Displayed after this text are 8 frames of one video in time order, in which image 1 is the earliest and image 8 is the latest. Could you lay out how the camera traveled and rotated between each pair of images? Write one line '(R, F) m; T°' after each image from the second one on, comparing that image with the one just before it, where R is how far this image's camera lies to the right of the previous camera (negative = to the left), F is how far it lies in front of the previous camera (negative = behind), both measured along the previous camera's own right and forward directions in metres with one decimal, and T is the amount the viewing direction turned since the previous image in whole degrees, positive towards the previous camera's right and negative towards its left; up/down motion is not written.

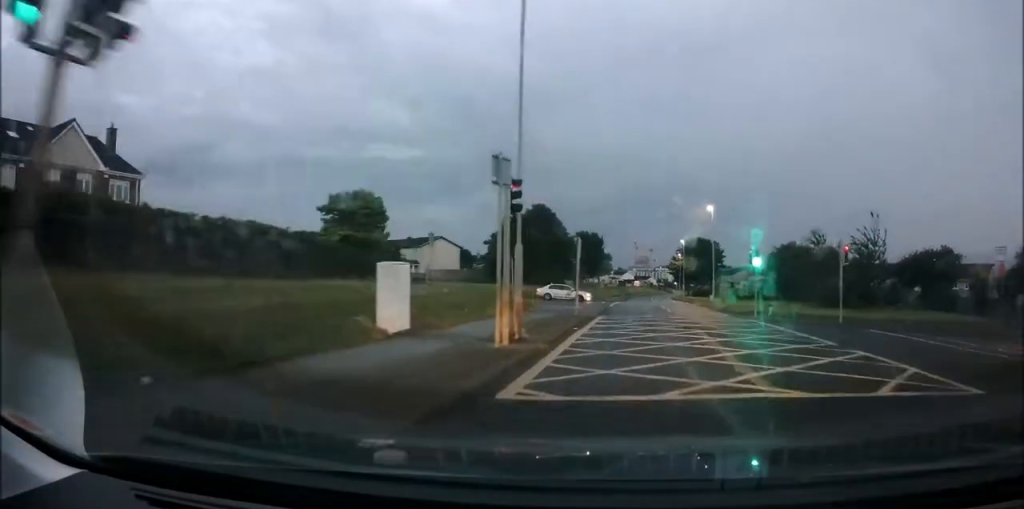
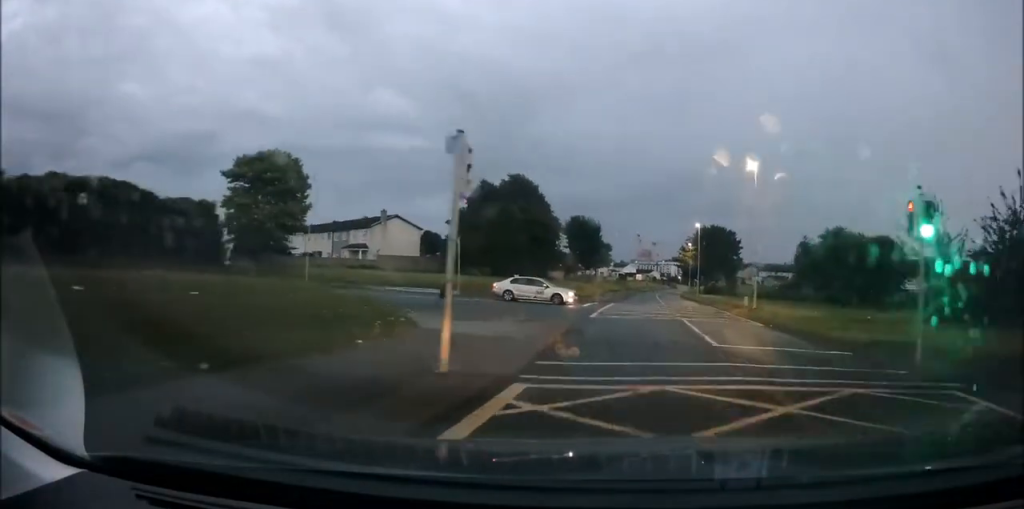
(0.0, +17.4) m; -1°
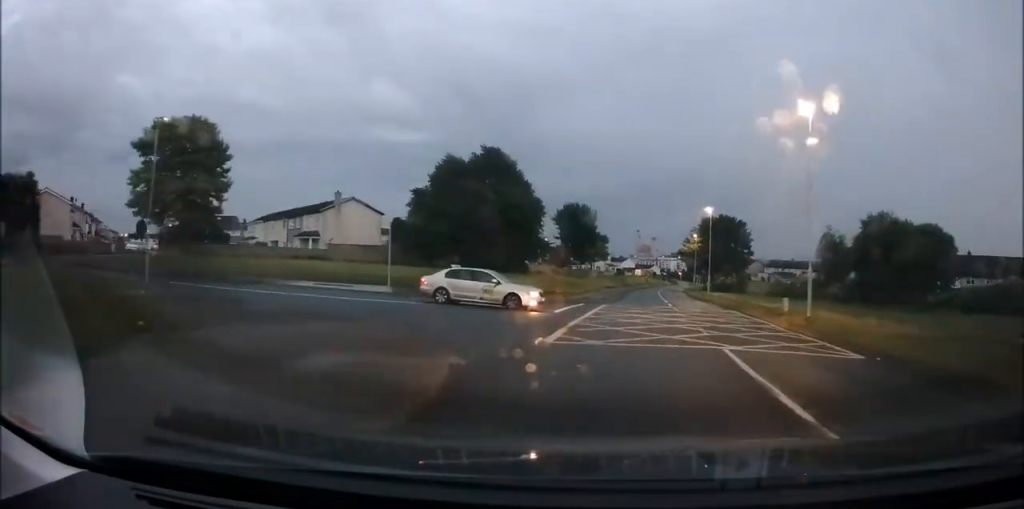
(-0.2, +11.0) m; 0°
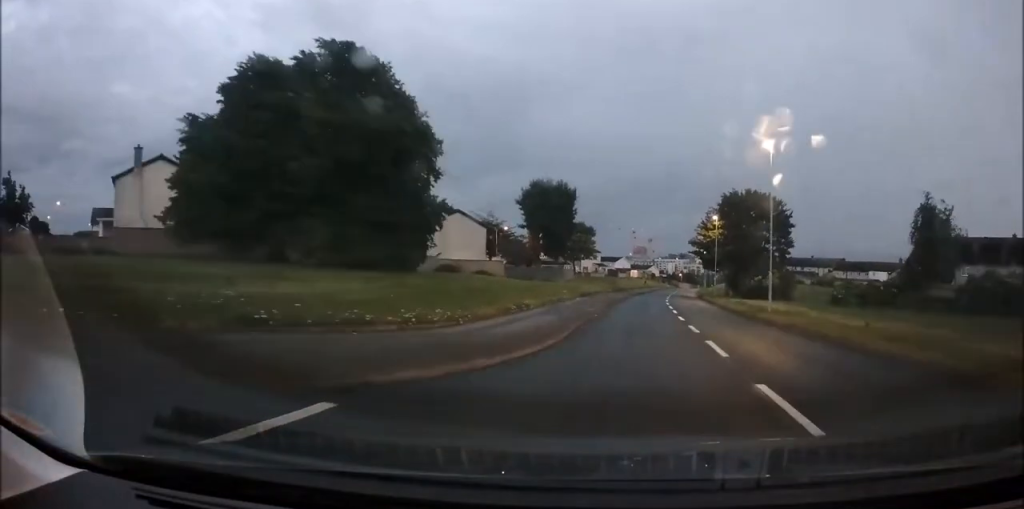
(+0.4, +26.7) m; +1°
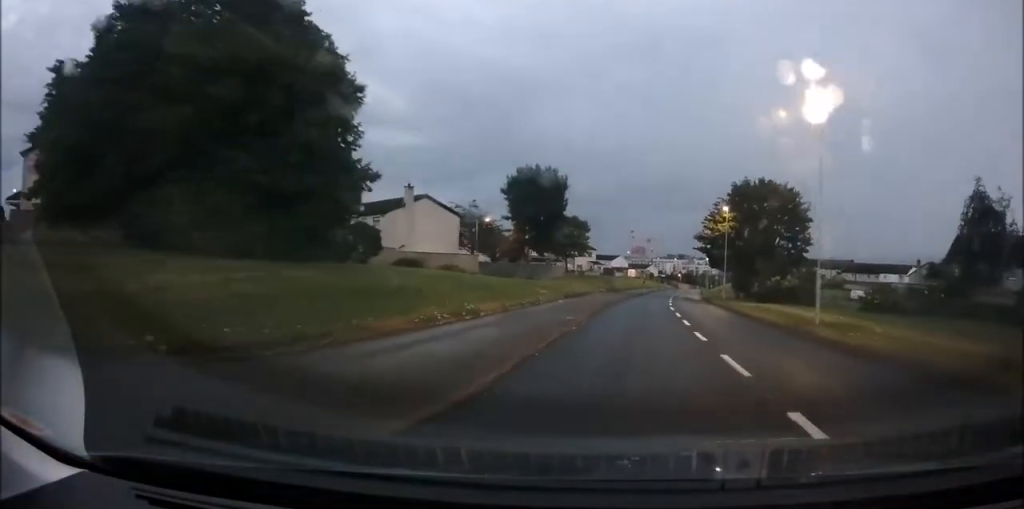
(0.0, +7.9) m; 0°
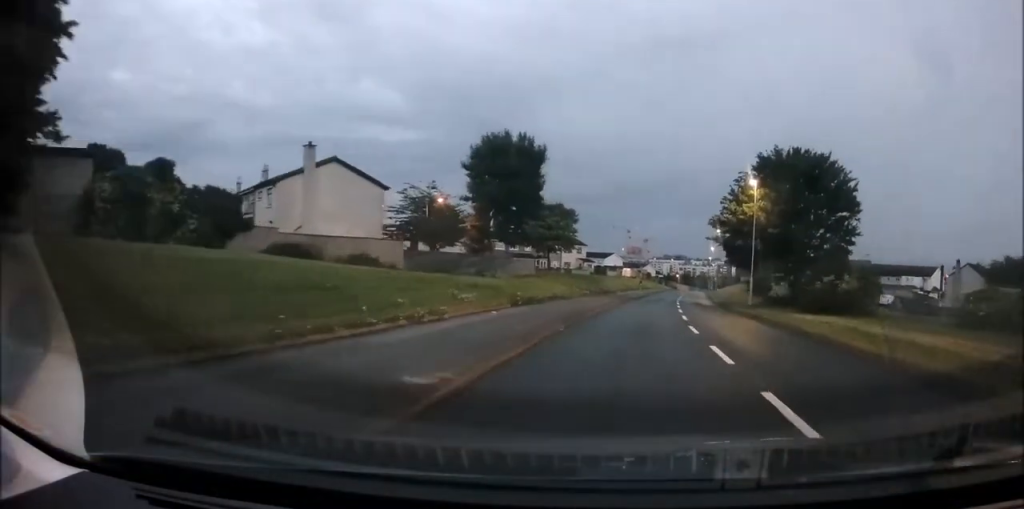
(0.0, +14.2) m; +1°
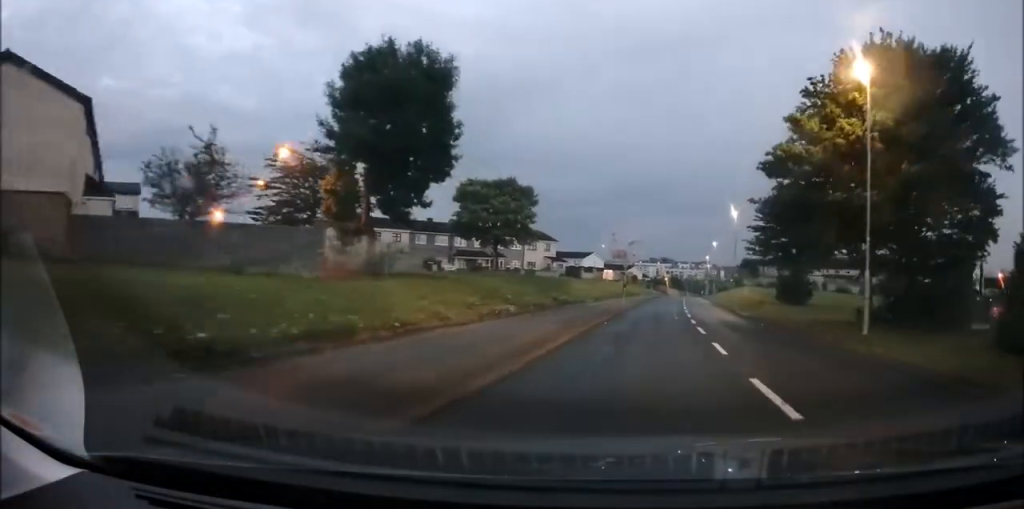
(+0.4, +21.5) m; +1°
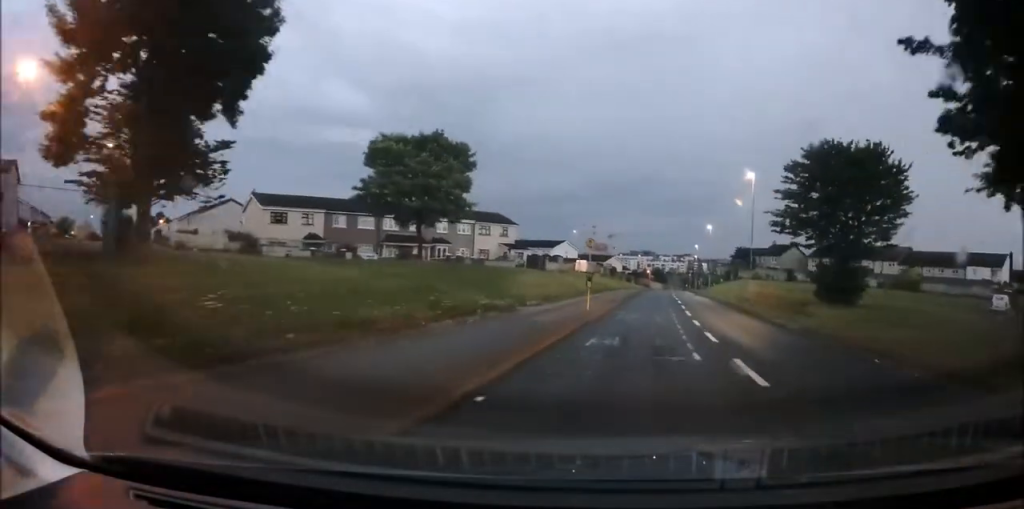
(+0.1, +15.4) m; +2°
